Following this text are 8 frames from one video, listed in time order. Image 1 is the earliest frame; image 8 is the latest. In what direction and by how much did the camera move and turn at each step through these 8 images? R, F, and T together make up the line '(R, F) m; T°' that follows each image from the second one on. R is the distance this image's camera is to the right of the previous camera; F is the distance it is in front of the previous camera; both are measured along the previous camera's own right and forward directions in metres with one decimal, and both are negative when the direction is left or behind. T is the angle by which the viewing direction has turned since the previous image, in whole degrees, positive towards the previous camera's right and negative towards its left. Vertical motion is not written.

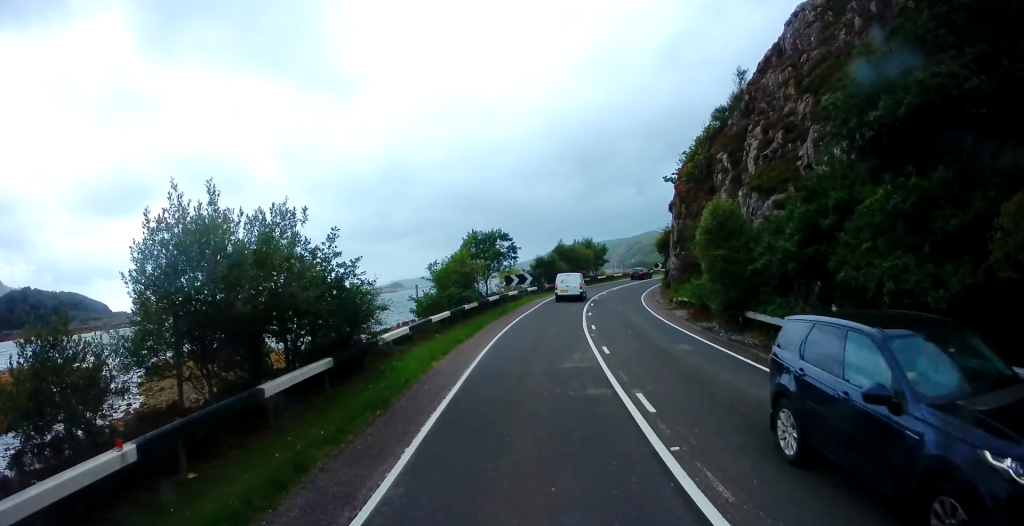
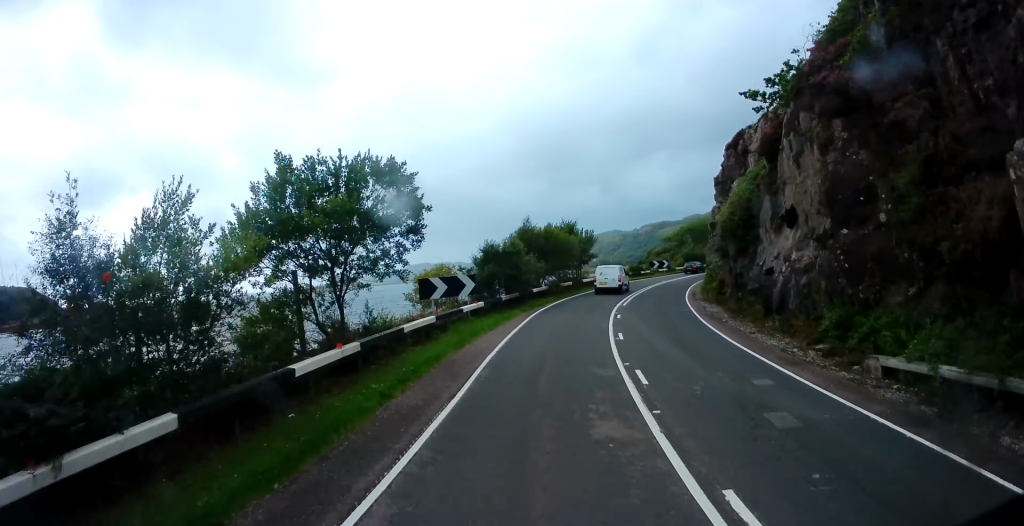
(+0.2, +23.6) m; +5°
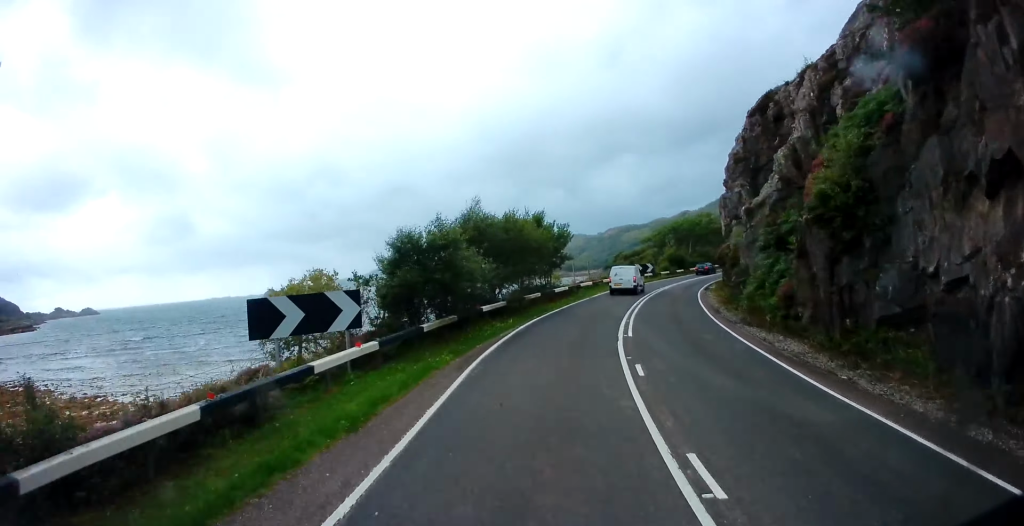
(+0.8, +11.0) m; +5°
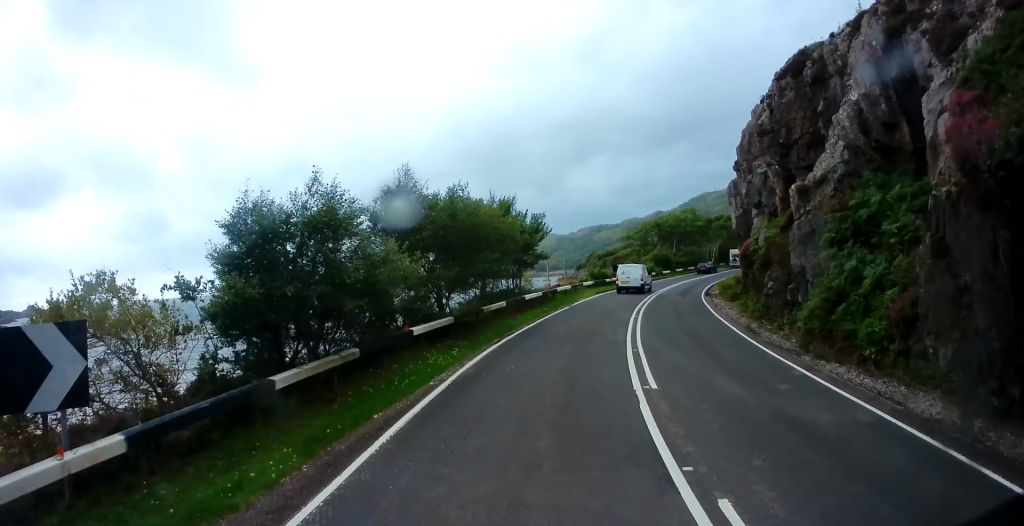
(+0.1, +7.2) m; +4°
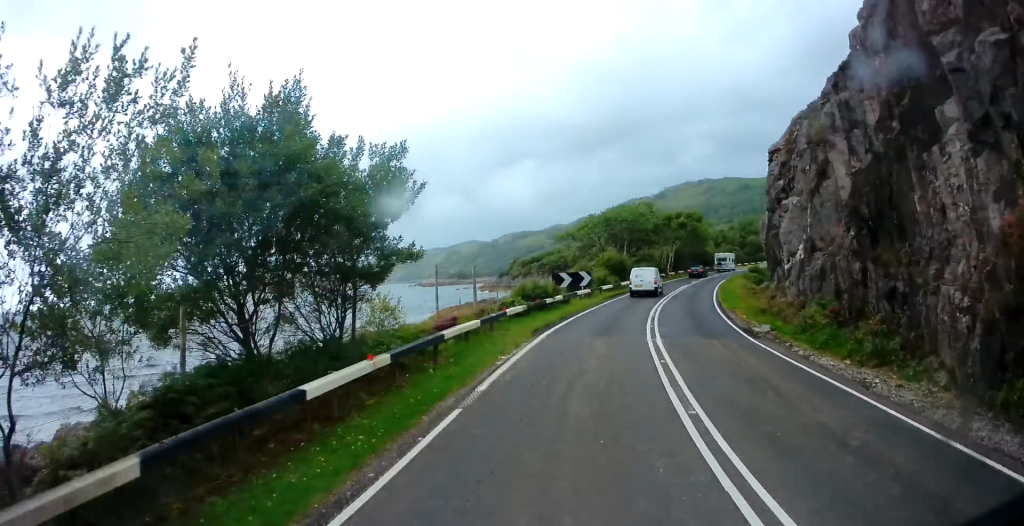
(+1.5, +17.7) m; +12°
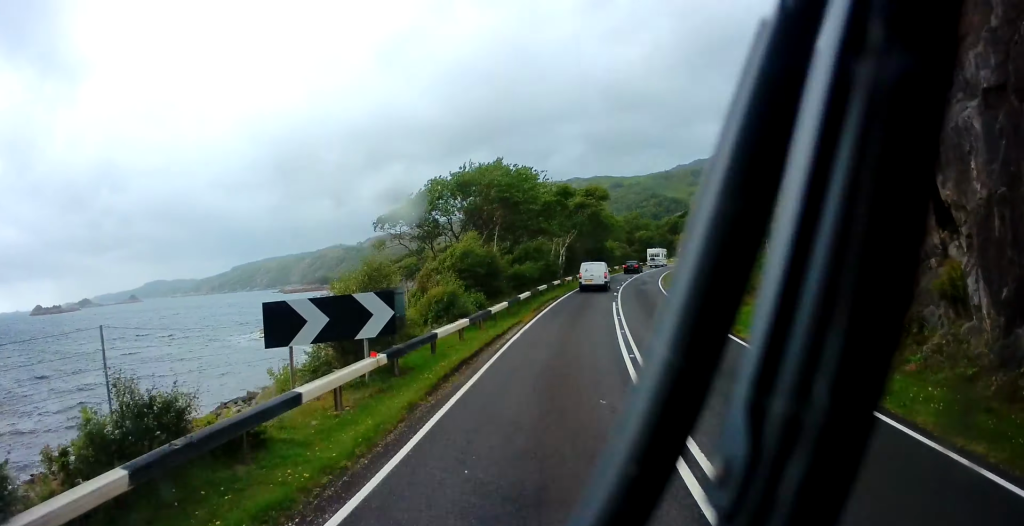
(+3.3, +23.5) m; +10°
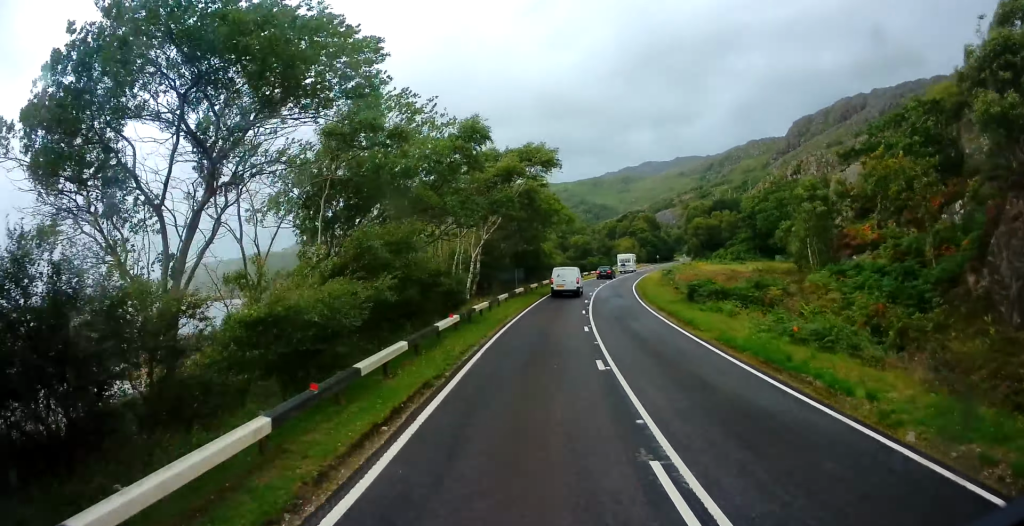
(+0.5, +21.2) m; +3°
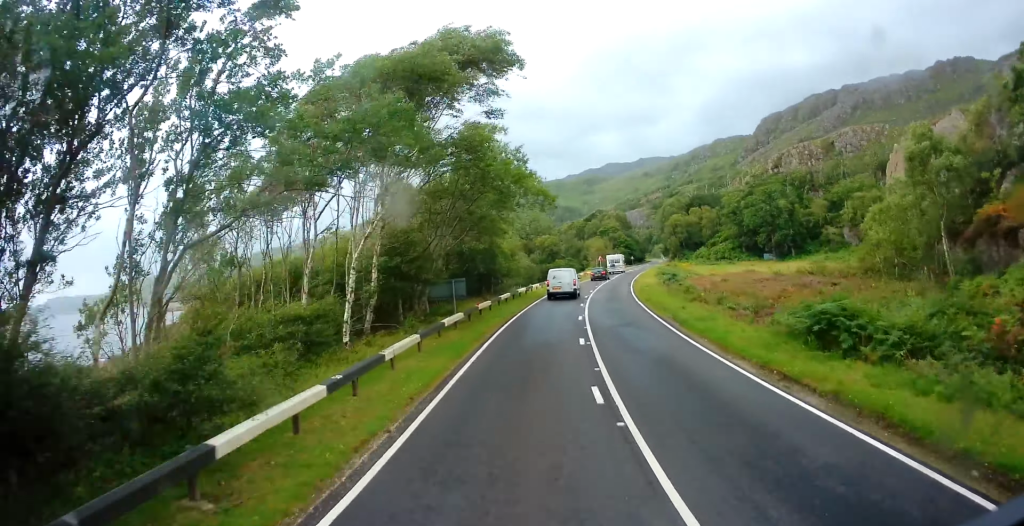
(+0.4, +15.3) m; +3°
